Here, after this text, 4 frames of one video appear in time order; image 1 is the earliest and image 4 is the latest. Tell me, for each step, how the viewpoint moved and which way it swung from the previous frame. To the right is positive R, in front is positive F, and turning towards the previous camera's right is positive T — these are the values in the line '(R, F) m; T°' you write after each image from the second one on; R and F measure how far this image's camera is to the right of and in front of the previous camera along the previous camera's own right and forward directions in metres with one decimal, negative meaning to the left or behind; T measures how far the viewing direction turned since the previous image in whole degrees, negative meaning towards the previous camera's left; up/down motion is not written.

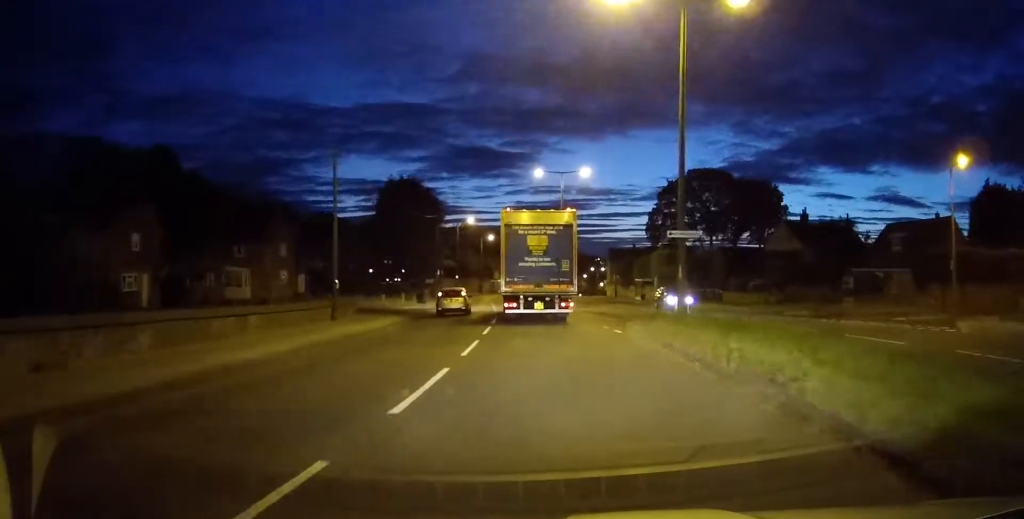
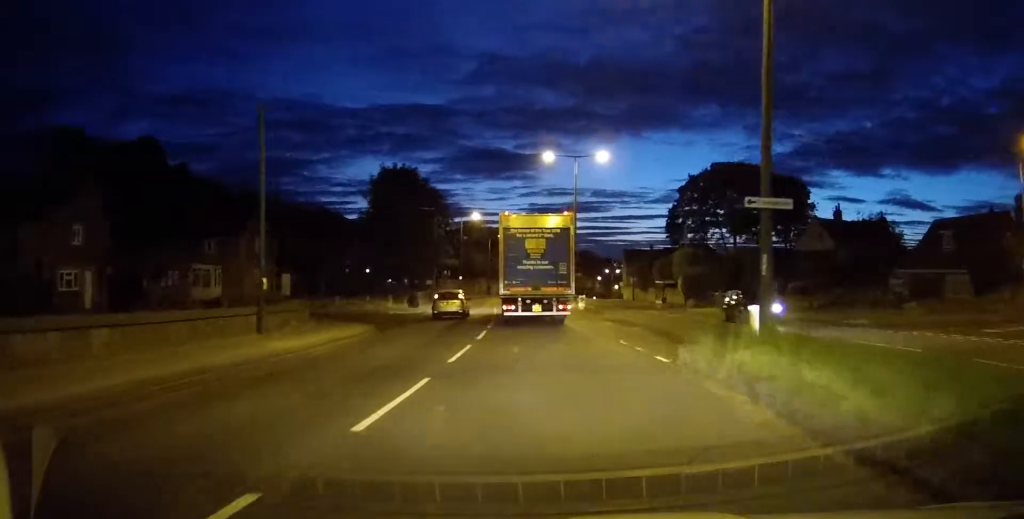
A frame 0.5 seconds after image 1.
(-0.2, +7.1) m; -1°
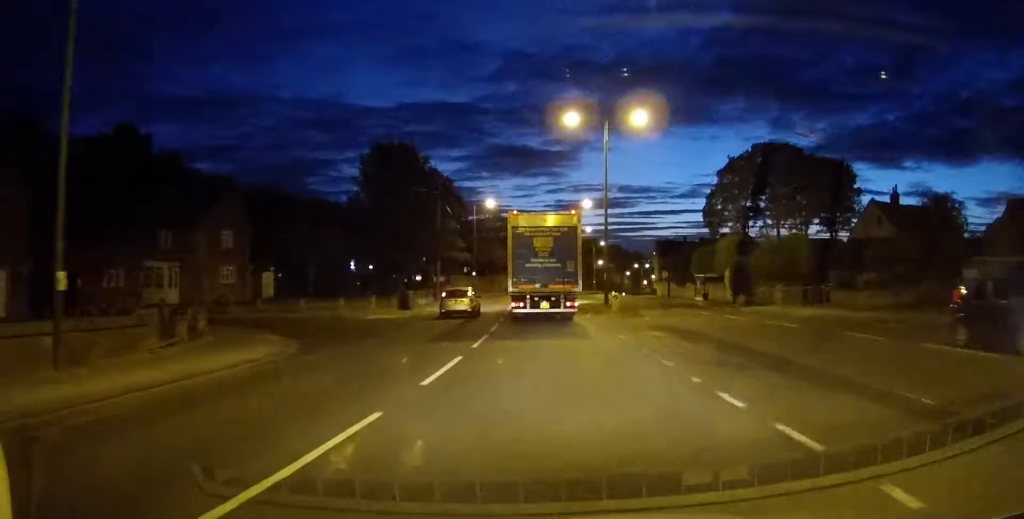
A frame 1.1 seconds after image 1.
(-0.1, +9.0) m; -1°
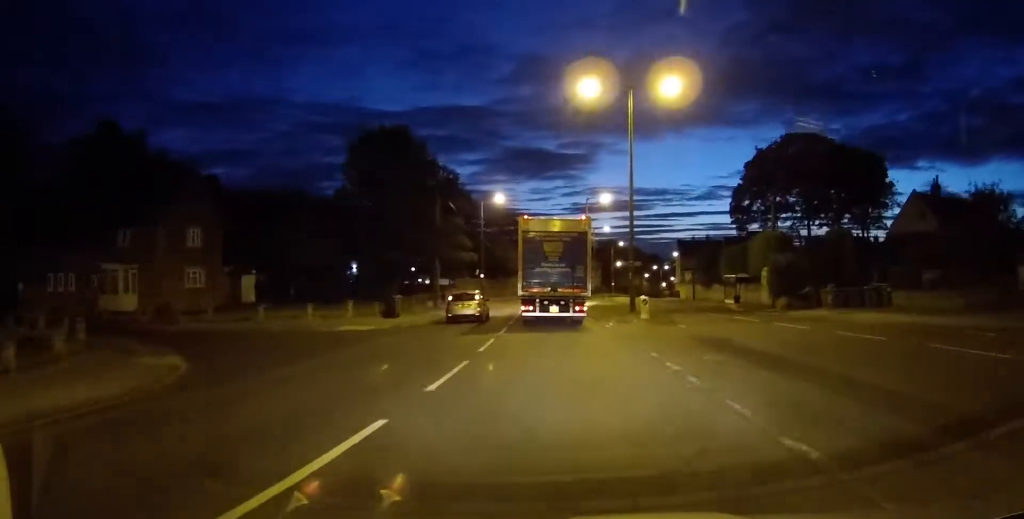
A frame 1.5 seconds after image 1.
(0.0, +6.0) m; -1°
